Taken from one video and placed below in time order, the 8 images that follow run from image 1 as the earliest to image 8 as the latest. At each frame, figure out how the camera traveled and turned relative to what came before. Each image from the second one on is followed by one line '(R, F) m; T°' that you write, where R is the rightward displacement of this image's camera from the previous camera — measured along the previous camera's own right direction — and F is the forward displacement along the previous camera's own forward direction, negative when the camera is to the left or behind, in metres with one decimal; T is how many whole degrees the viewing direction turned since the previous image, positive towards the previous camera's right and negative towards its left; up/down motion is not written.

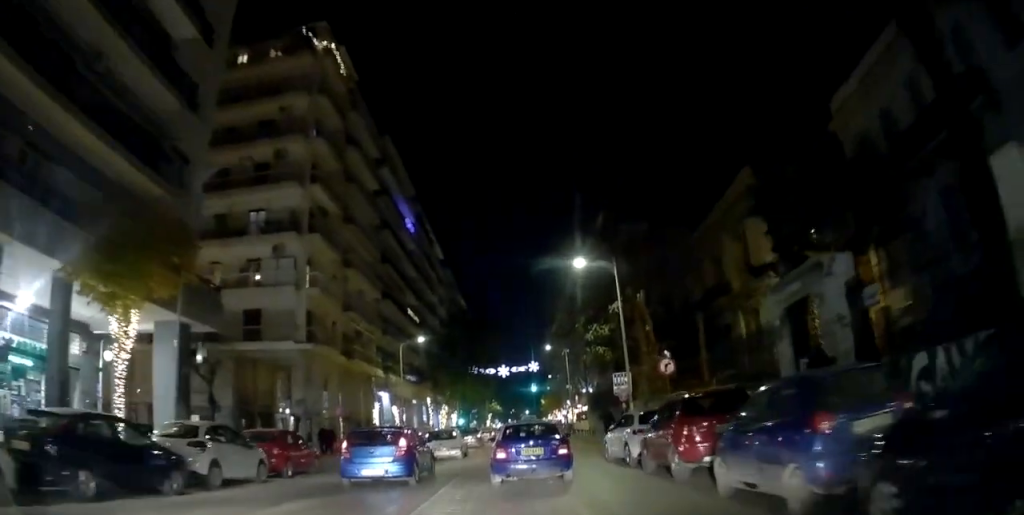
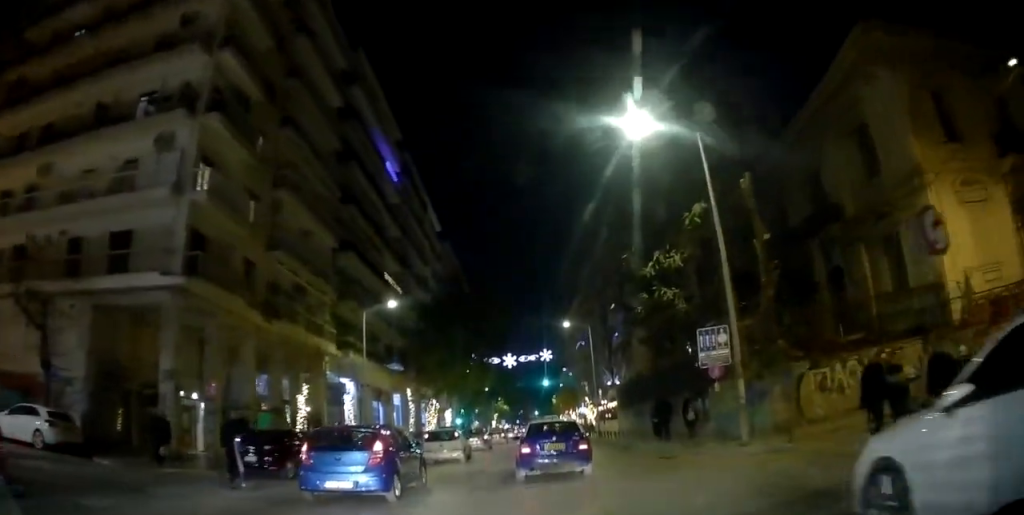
(+1.3, +11.2) m; +6°
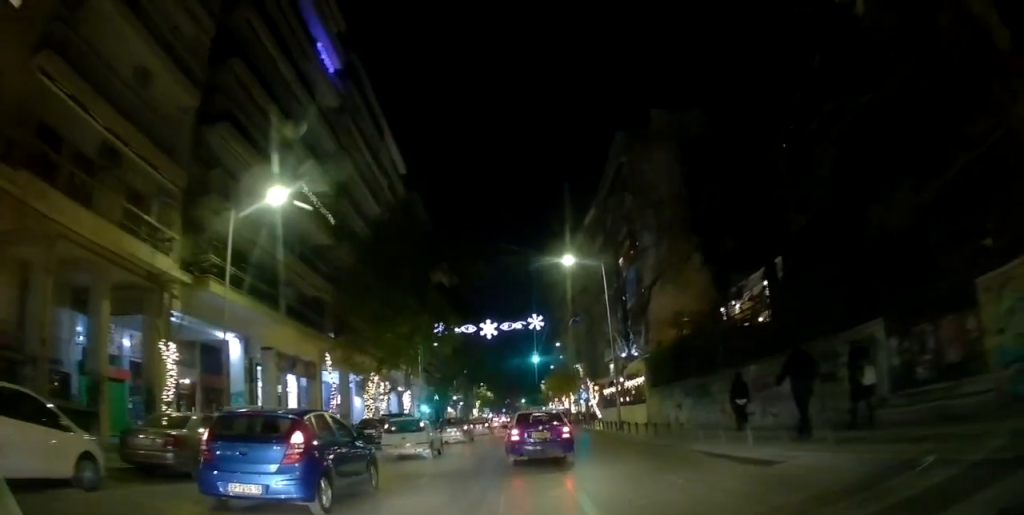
(-0.5, +14.7) m; -5°
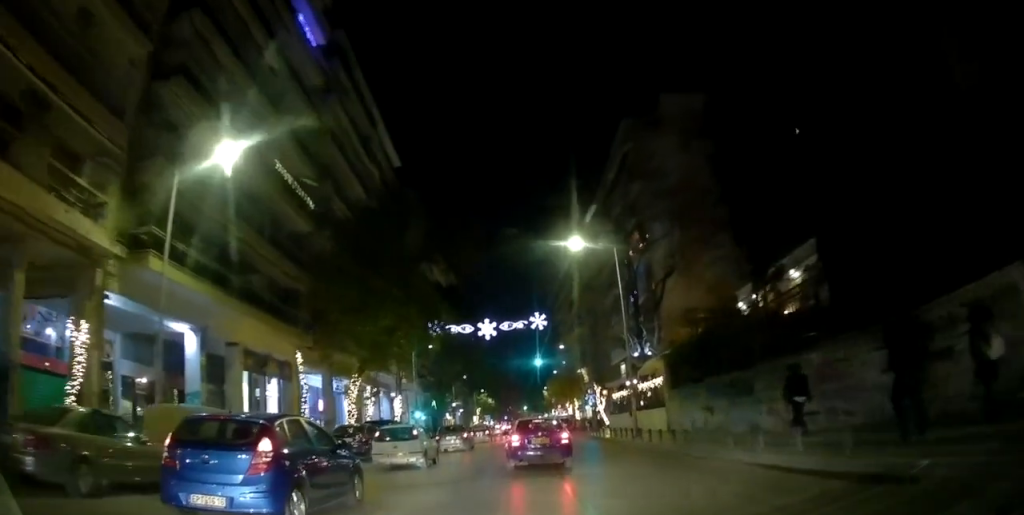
(-0.2, +4.6) m; 0°
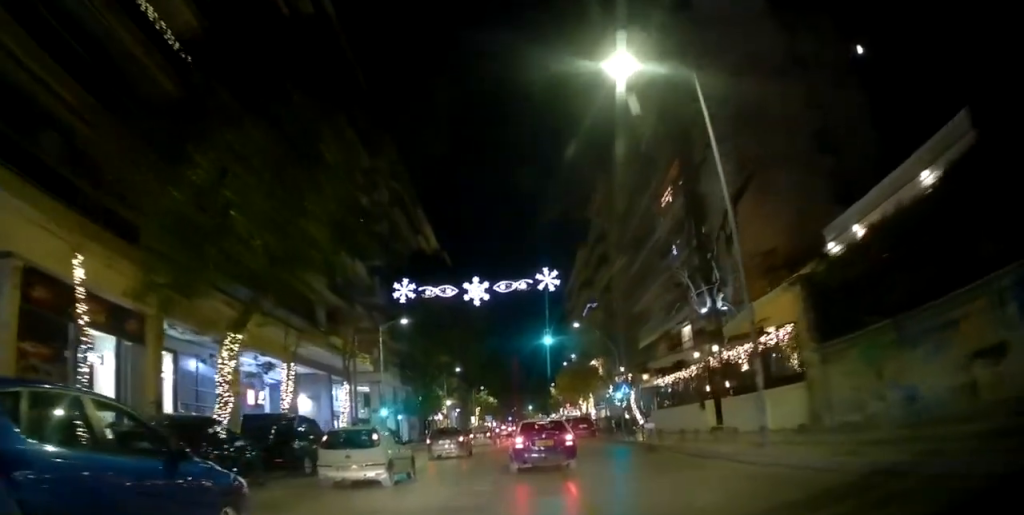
(+0.1, +15.7) m; +3°
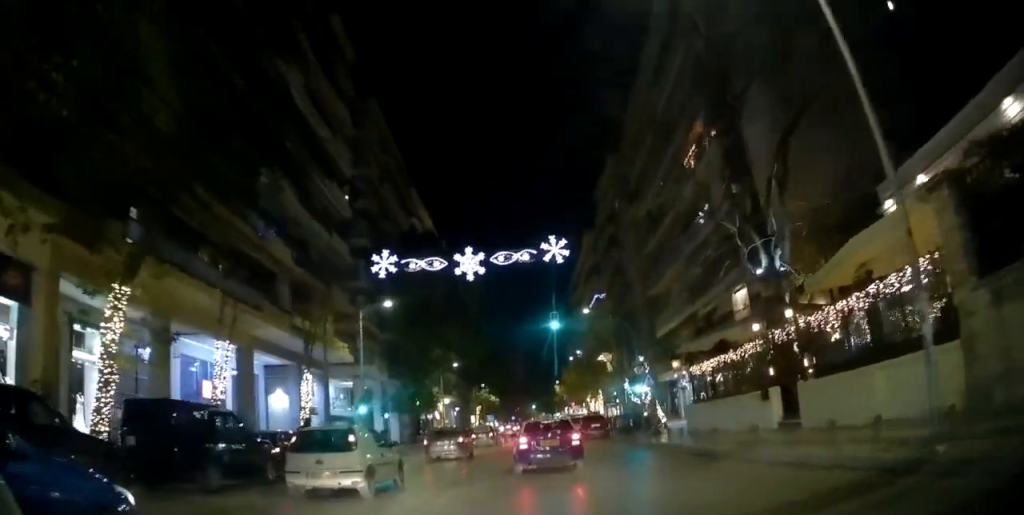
(+0.2, +6.4) m; 0°
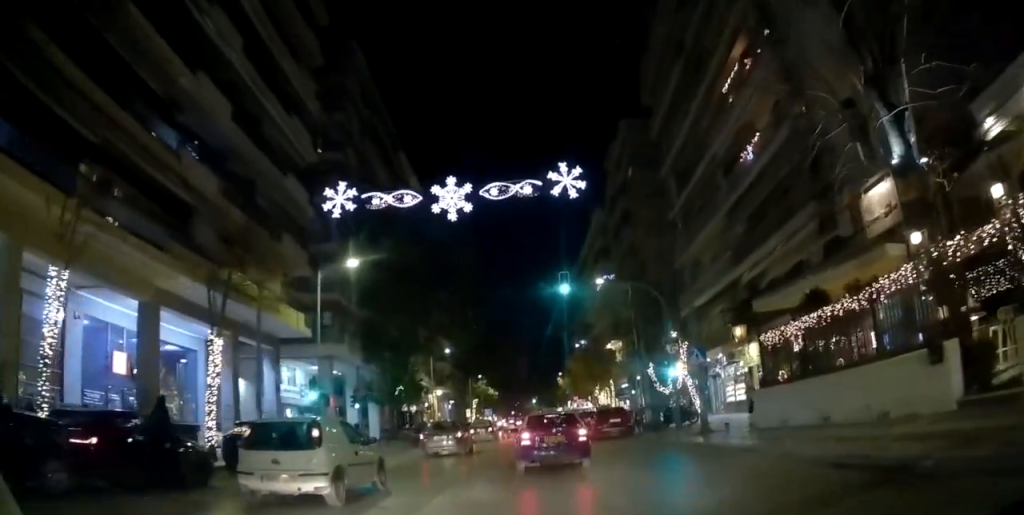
(+0.1, +8.9) m; -1°
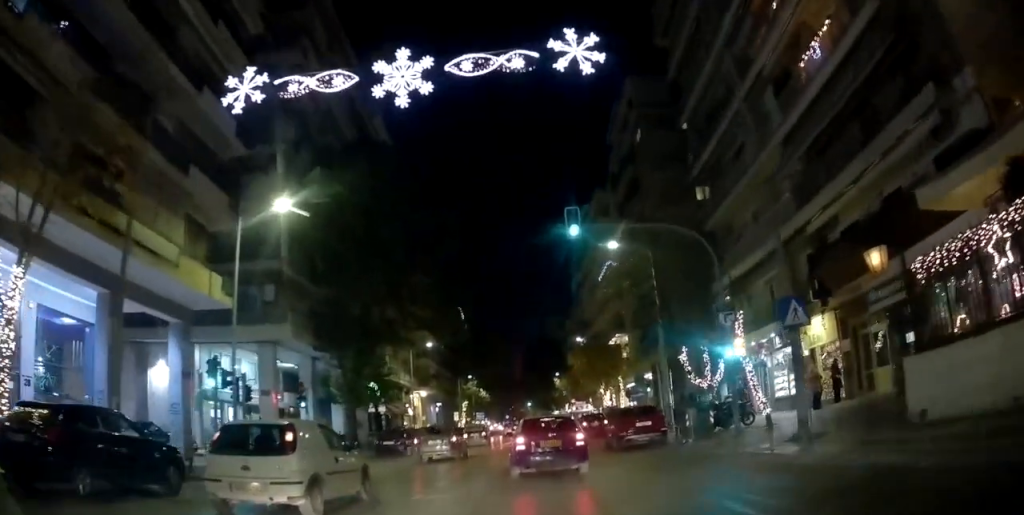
(-0.3, +9.6) m; -2°
